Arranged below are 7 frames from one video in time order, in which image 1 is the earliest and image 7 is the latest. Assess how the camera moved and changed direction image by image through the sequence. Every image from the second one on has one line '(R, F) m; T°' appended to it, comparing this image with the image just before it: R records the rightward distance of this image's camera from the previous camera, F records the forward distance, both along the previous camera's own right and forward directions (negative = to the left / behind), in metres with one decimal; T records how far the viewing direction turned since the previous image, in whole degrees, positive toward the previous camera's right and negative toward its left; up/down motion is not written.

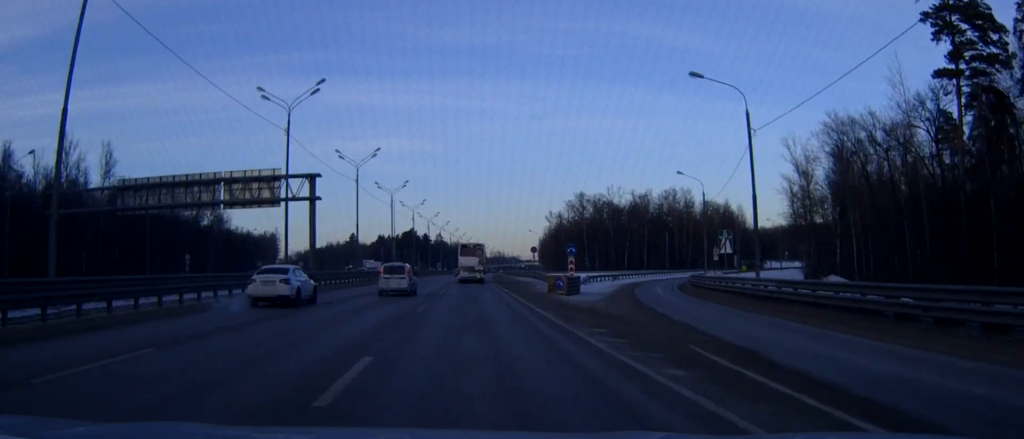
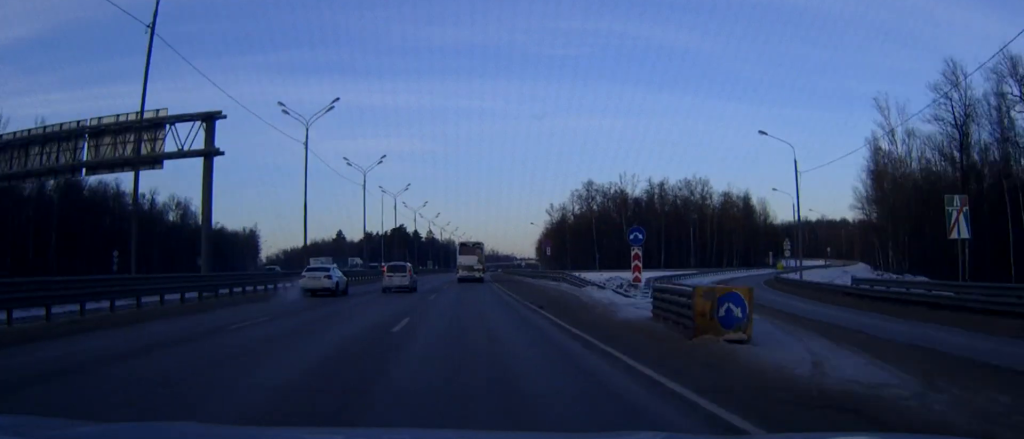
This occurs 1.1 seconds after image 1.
(+0.1, +23.6) m; +1°
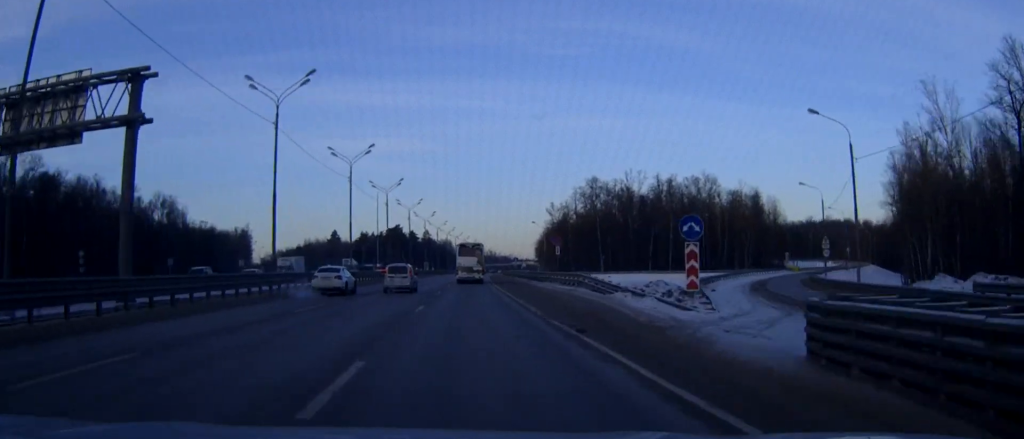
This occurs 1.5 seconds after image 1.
(0.0, +8.9) m; 0°
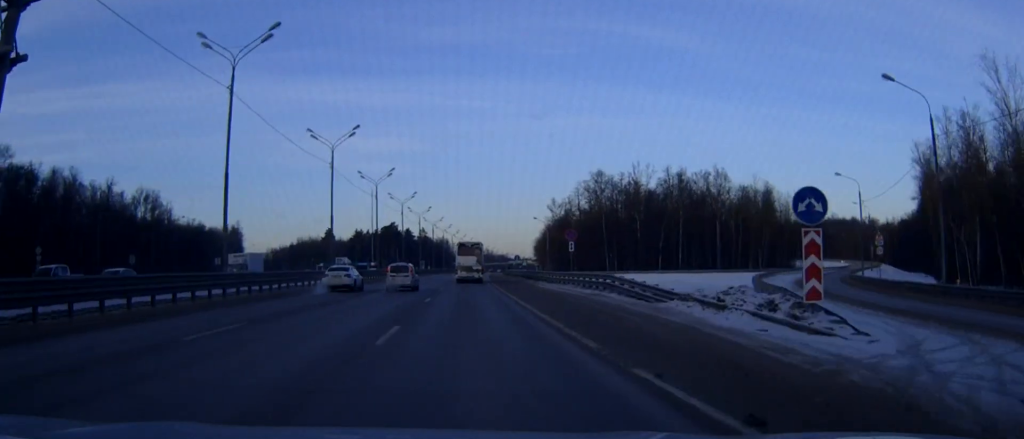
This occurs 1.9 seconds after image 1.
(0.0, +9.7) m; 0°
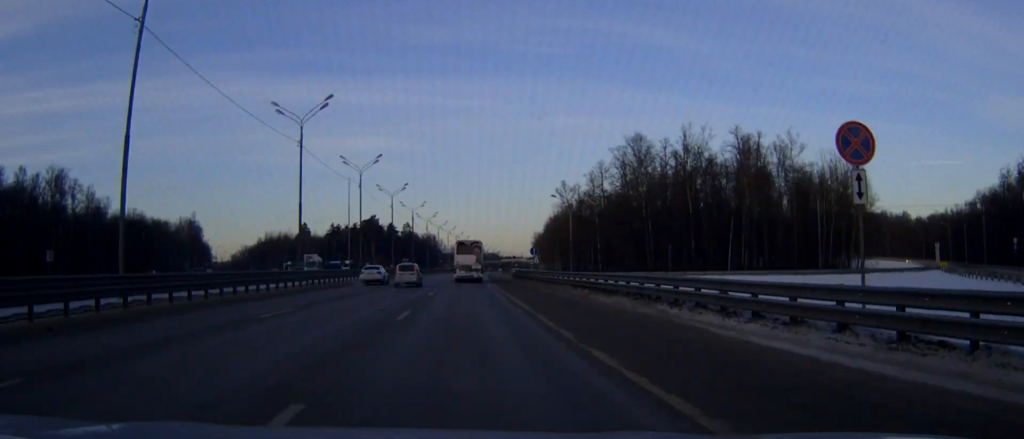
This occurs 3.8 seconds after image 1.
(+0.3, +41.9) m; +1°
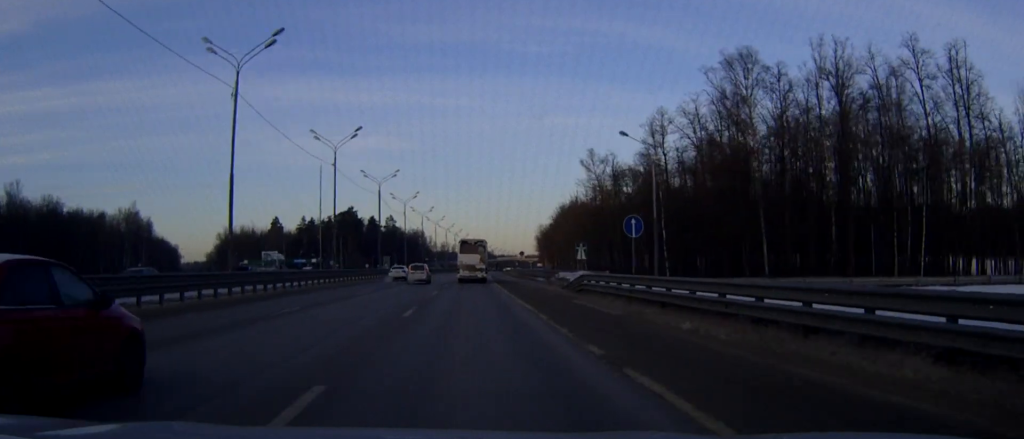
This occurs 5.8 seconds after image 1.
(+0.3, +46.9) m; +1°
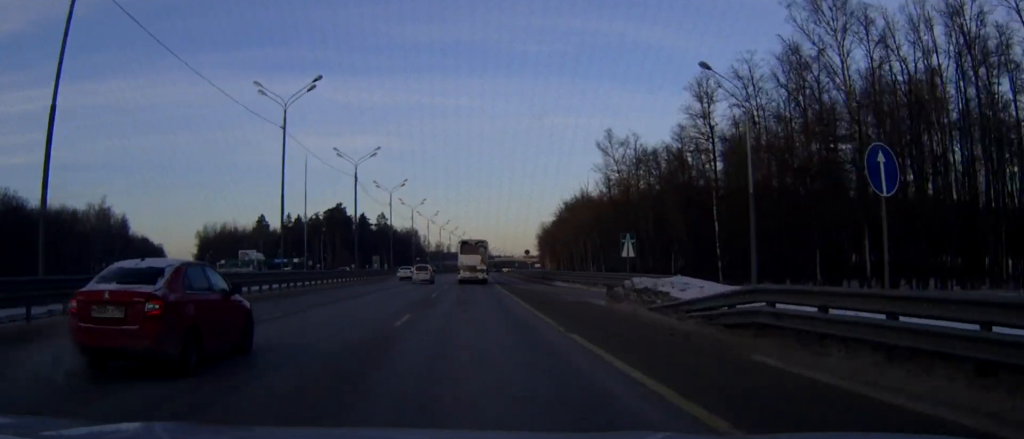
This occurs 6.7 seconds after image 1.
(0.0, +19.1) m; 0°
